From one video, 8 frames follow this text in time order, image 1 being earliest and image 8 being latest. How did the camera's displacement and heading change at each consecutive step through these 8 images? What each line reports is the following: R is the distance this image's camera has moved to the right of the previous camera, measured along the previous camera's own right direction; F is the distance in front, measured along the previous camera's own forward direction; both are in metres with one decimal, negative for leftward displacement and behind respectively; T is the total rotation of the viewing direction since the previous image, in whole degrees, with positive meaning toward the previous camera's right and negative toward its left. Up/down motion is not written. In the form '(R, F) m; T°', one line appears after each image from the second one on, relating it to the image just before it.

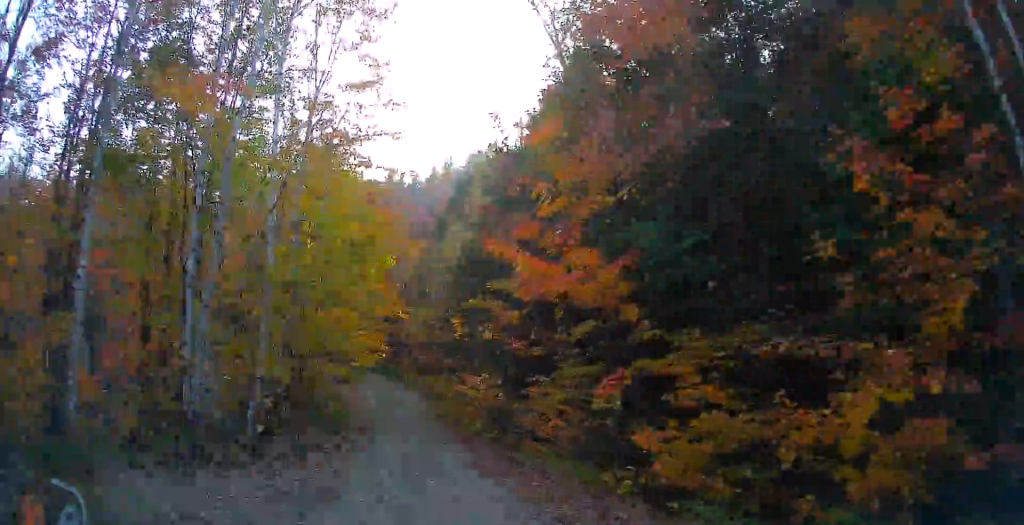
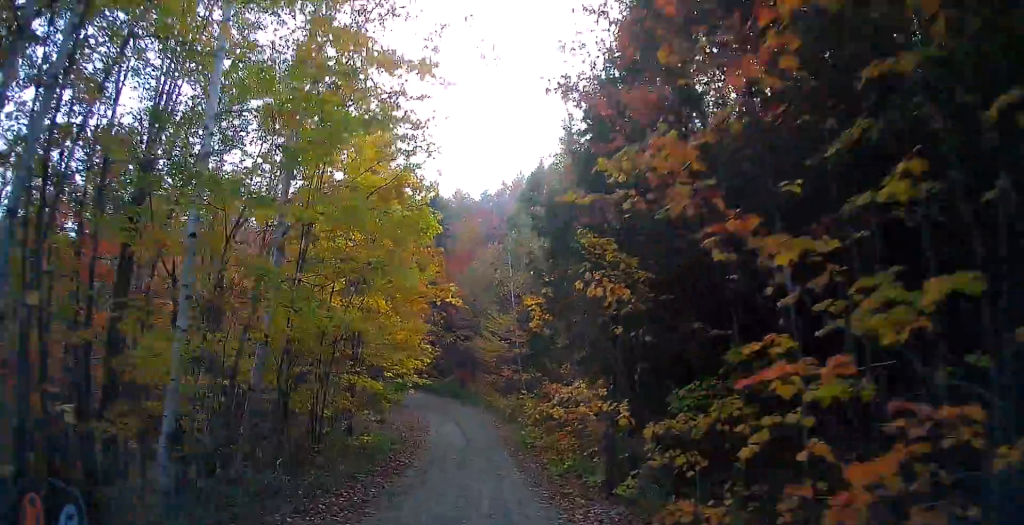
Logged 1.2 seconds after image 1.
(-0.9, +7.9) m; -13°
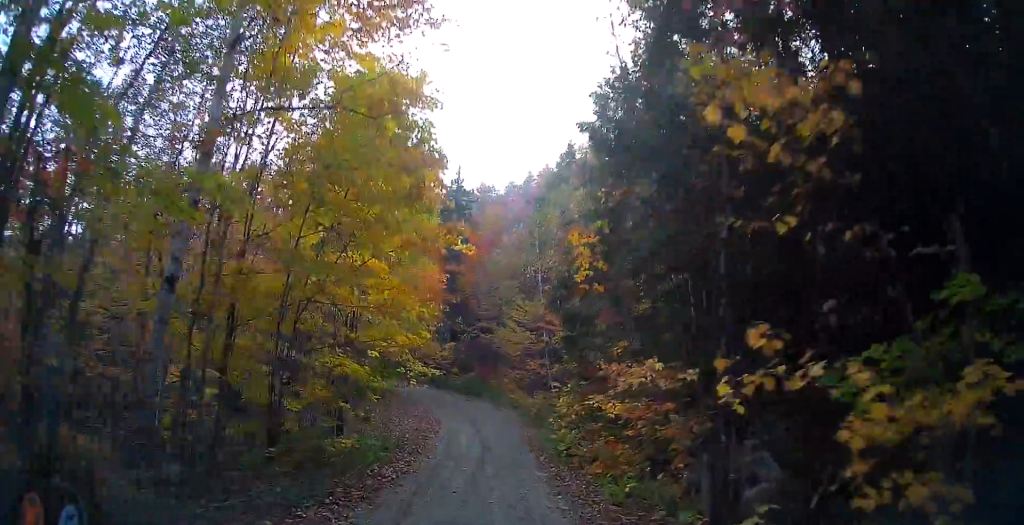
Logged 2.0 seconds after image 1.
(-0.5, +5.3) m; -1°
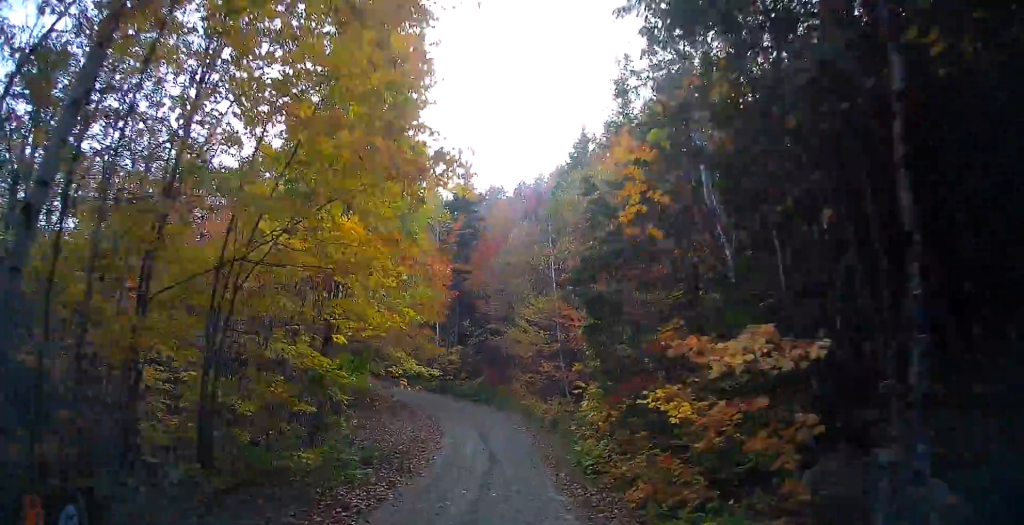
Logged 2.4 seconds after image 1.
(0.0, +3.5) m; 0°
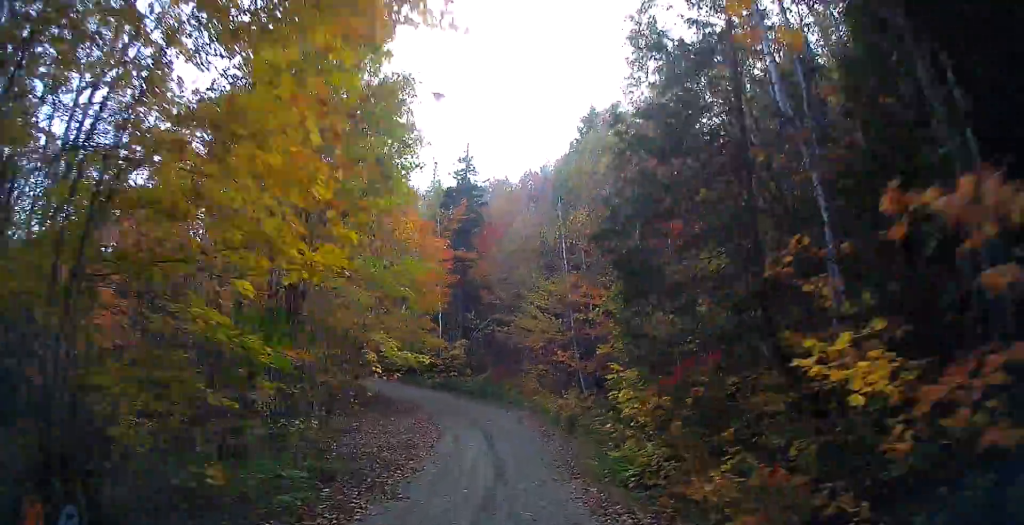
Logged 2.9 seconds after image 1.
(+0.3, +4.0) m; +1°
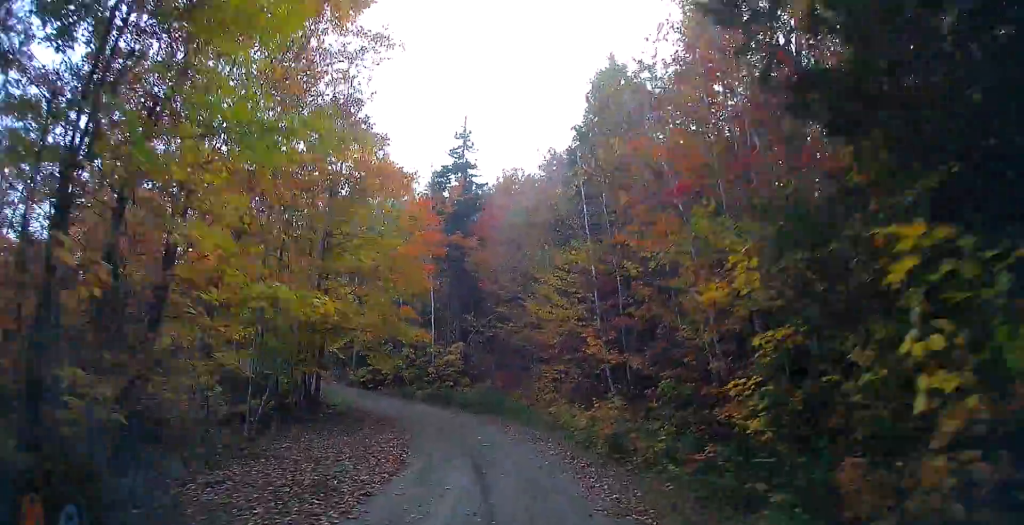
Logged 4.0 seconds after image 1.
(-0.2, +8.6) m; -5°
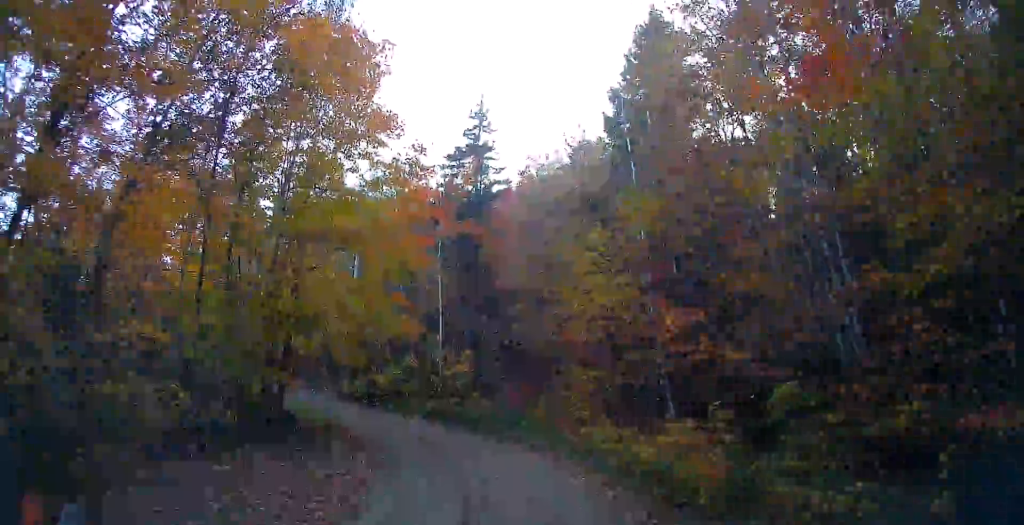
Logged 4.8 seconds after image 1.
(-0.4, +6.9) m; -2°
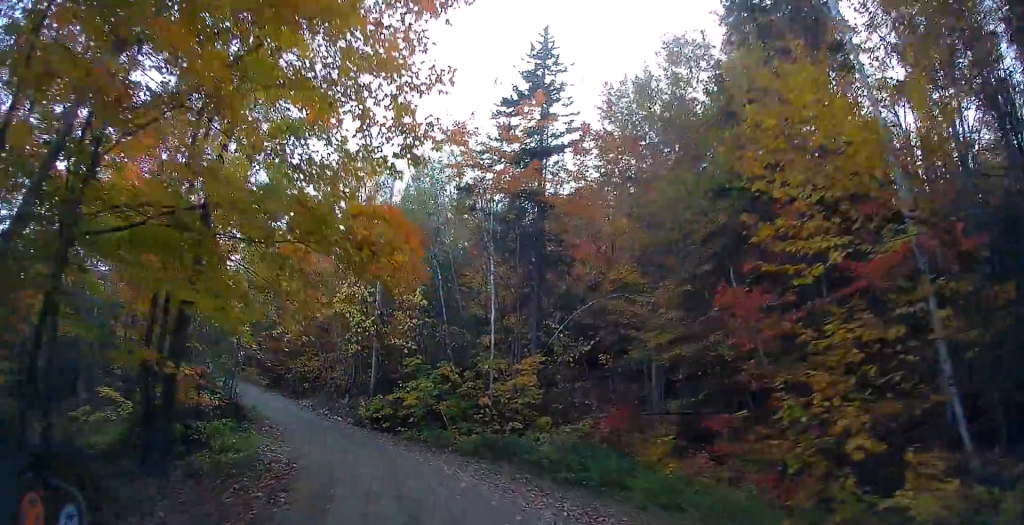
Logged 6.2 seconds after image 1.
(+0.1, +10.9) m; -4°
